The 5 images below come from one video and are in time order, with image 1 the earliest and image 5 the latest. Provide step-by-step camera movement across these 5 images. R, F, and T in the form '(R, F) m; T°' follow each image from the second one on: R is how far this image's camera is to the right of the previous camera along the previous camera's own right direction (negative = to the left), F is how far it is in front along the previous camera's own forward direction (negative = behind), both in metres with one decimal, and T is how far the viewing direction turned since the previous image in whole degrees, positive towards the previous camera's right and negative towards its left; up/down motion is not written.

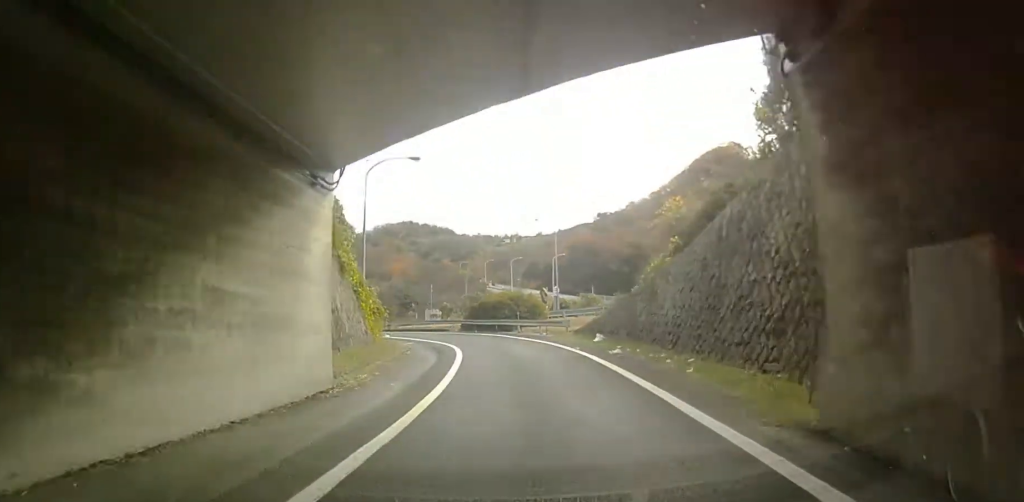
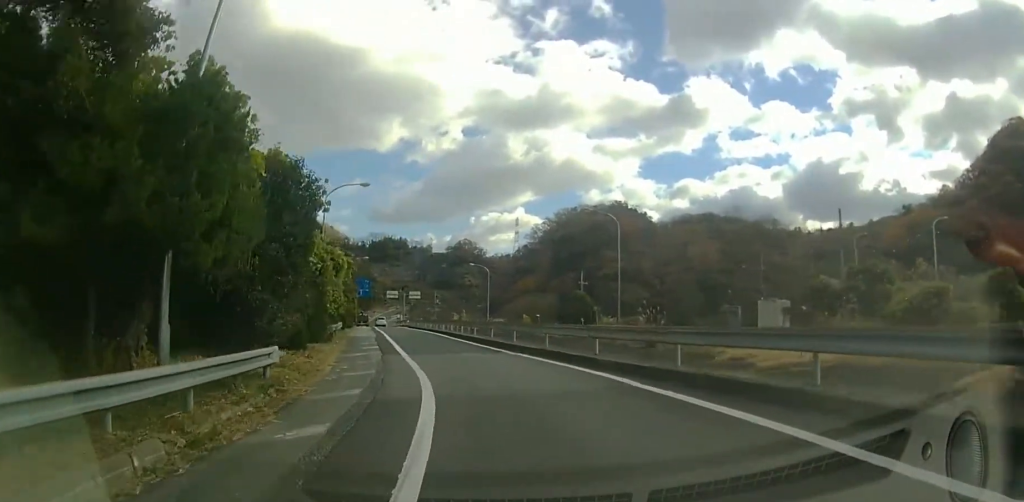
(-0.7, +45.5) m; -7°
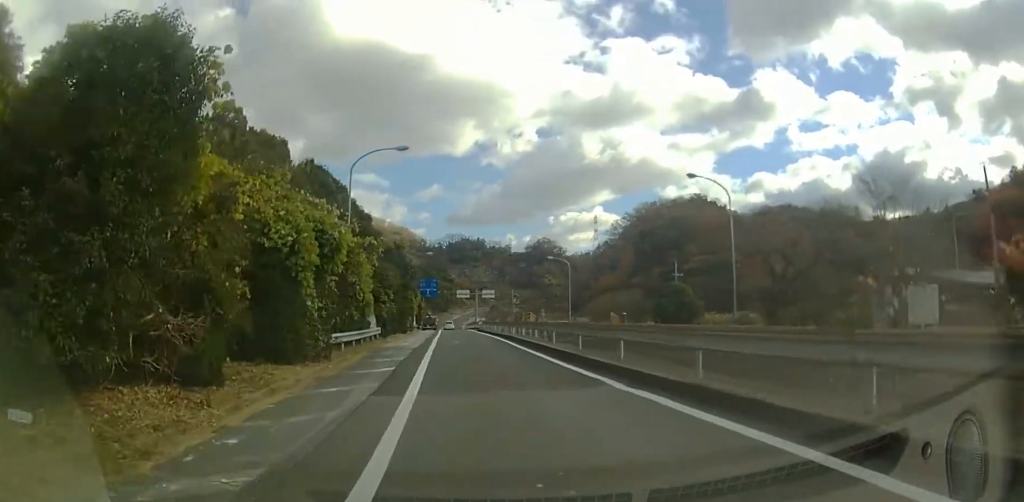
(-0.3, +9.3) m; -13°
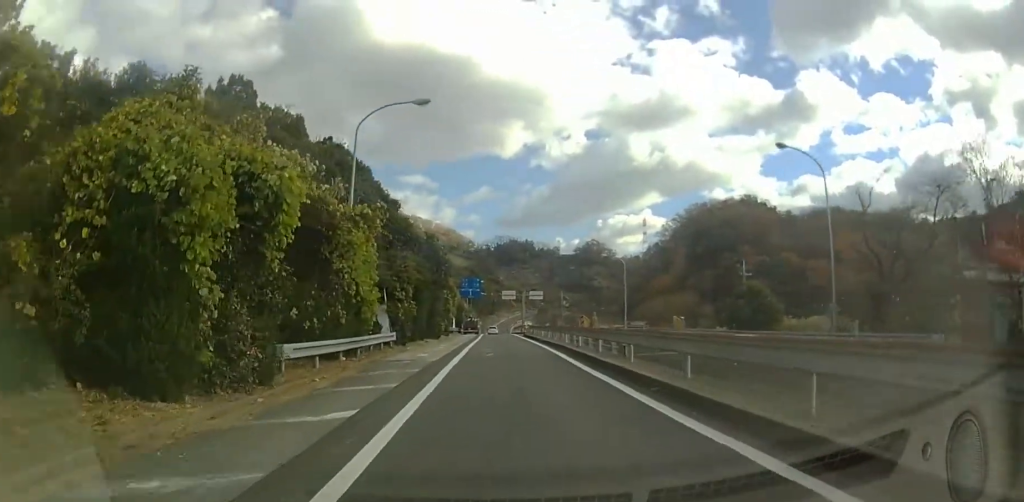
(-1.2, +6.4) m; -7°
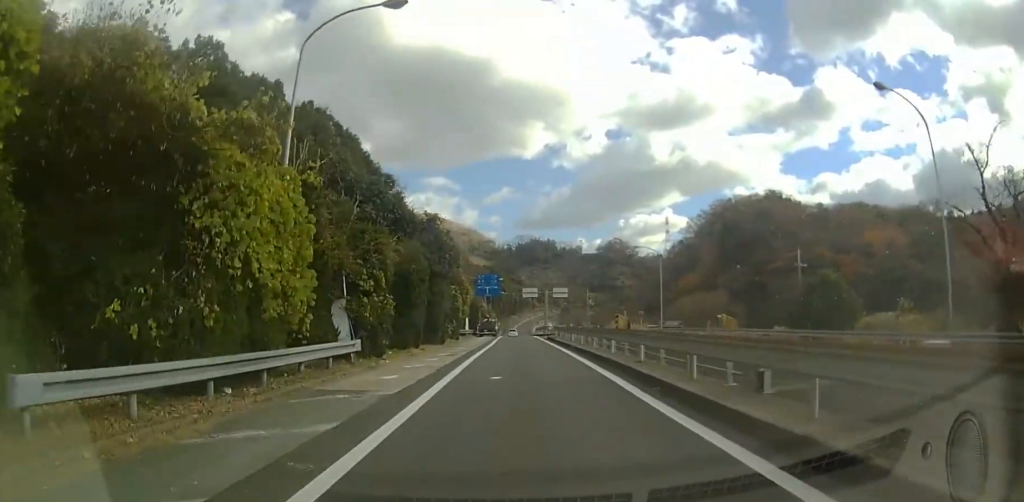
(-0.8, +7.9) m; -8°
